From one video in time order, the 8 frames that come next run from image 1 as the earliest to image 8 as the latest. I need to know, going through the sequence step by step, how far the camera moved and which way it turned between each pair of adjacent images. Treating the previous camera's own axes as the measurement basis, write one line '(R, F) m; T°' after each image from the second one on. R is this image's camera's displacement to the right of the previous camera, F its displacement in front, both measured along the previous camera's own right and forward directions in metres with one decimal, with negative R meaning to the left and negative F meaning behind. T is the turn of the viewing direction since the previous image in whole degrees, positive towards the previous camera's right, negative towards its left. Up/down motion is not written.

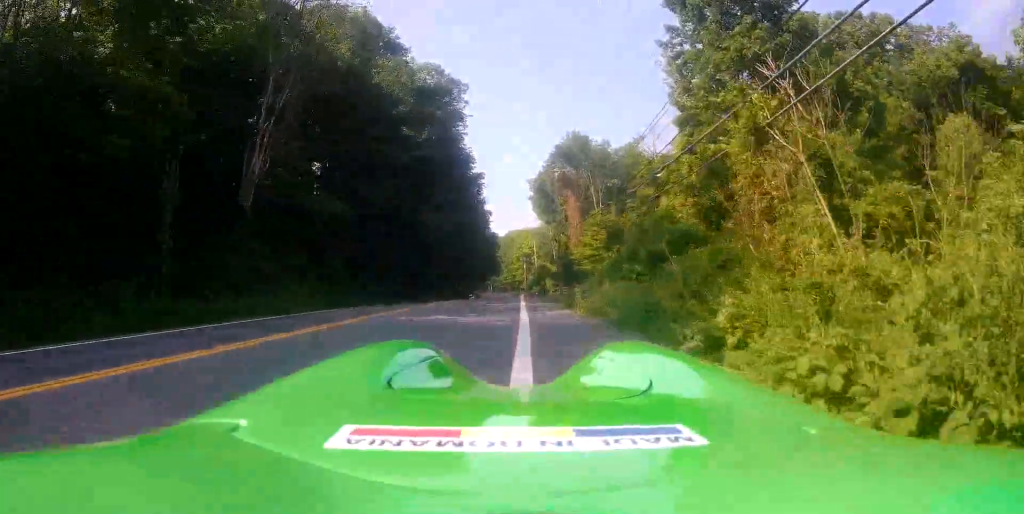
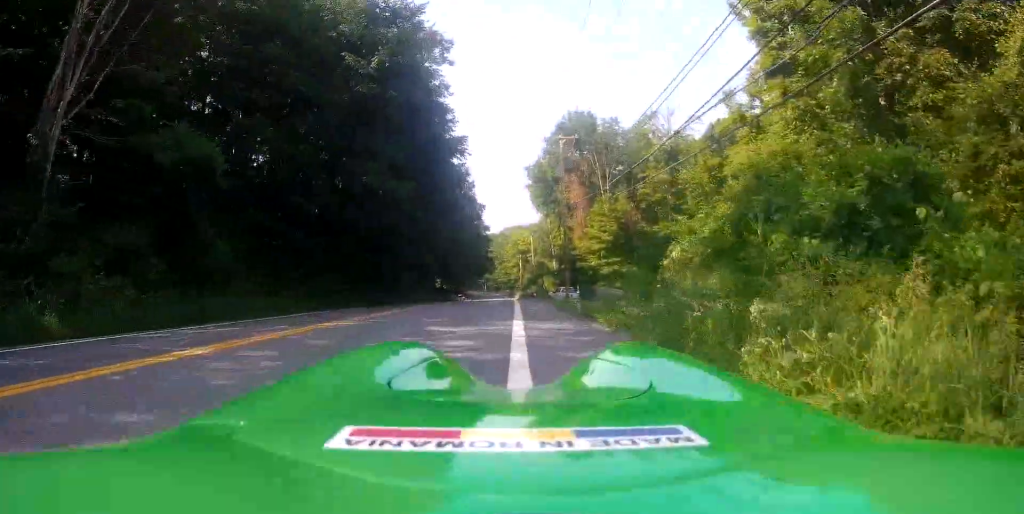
(-0.3, +11.6) m; +1°
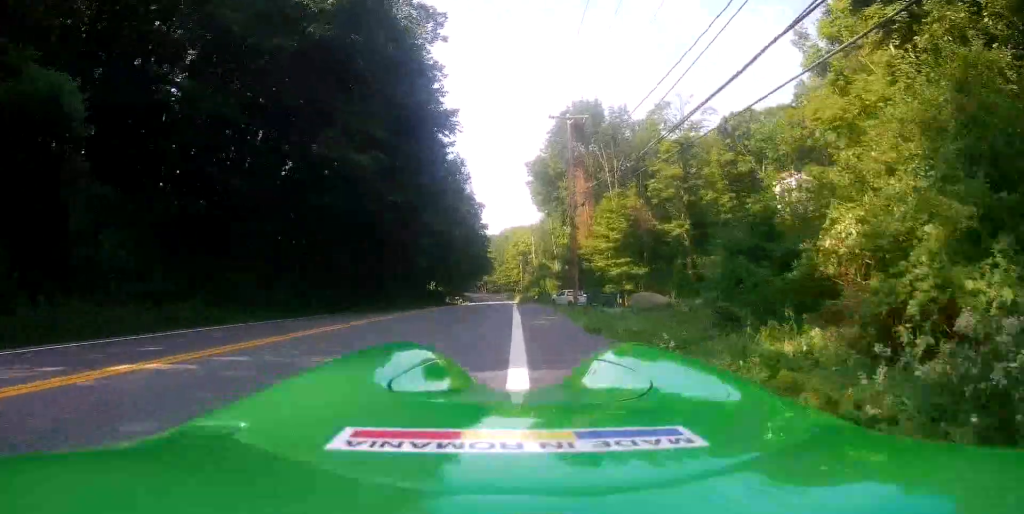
(+0.2, +6.0) m; +2°
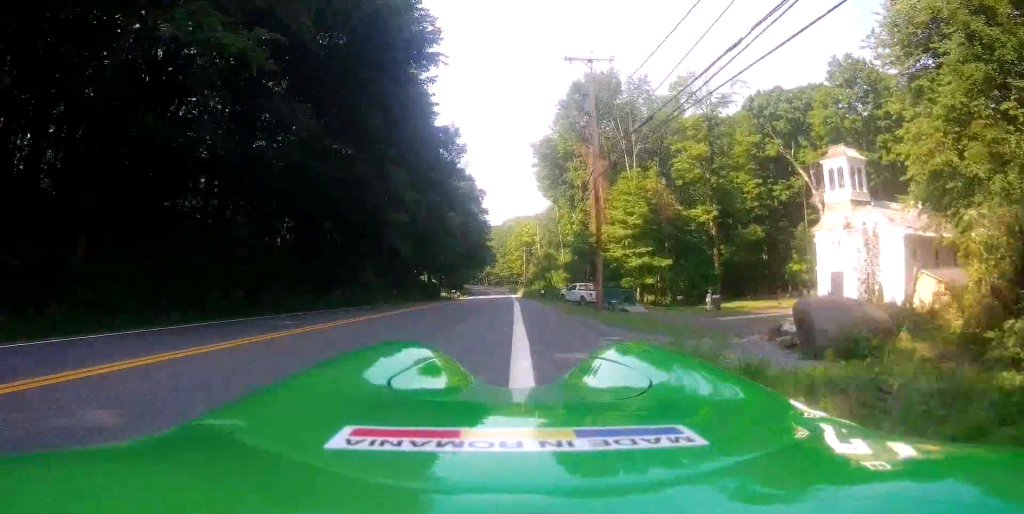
(-0.1, +9.0) m; +1°
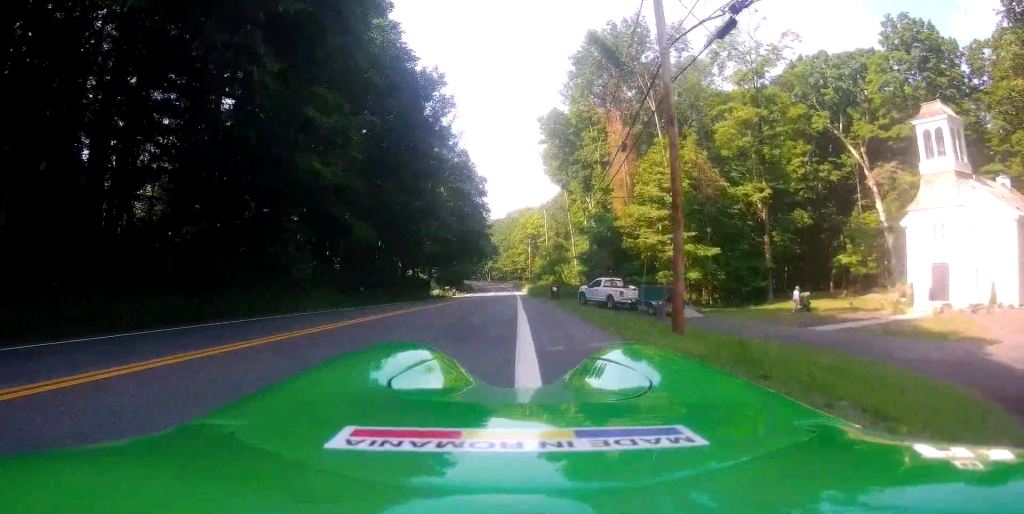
(+0.3, +12.8) m; -1°
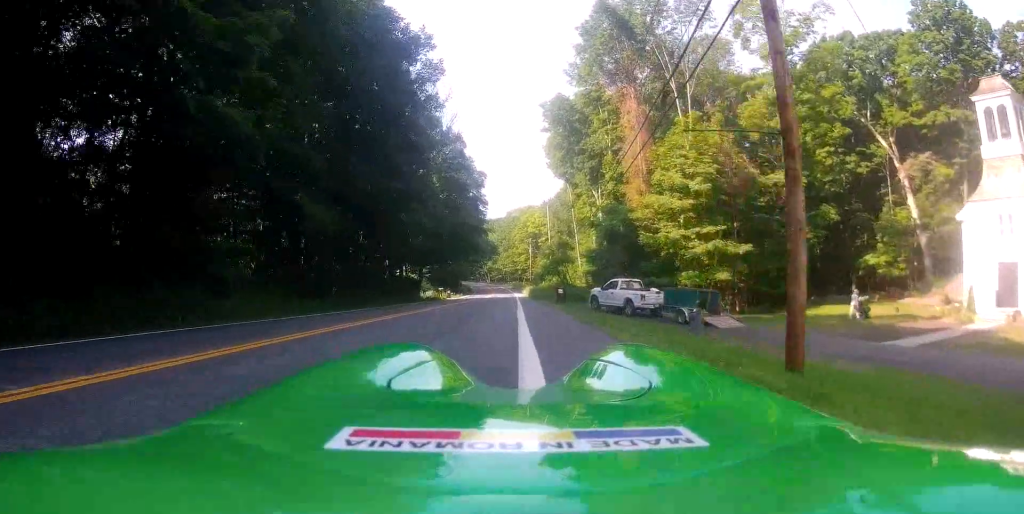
(-0.1, +6.0) m; -2°
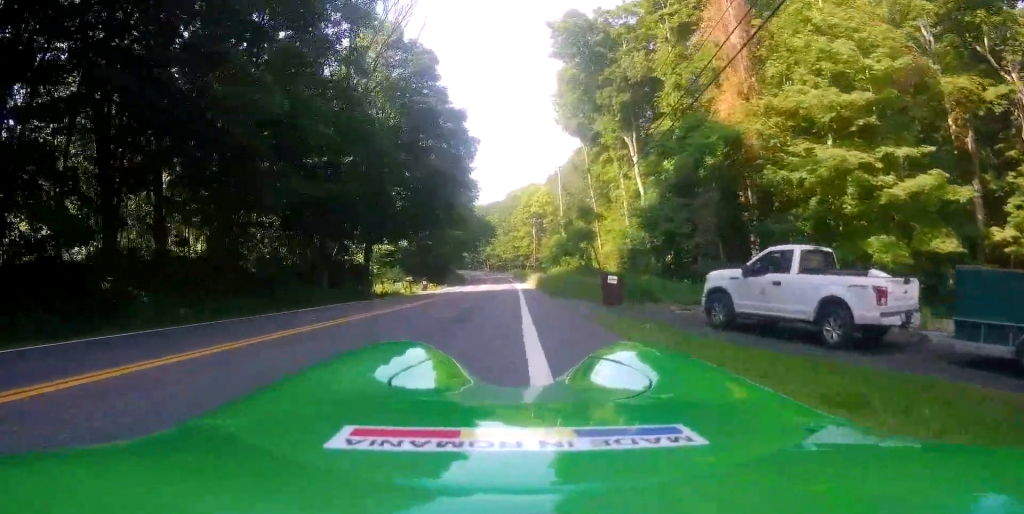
(-0.5, +20.5) m; -1°
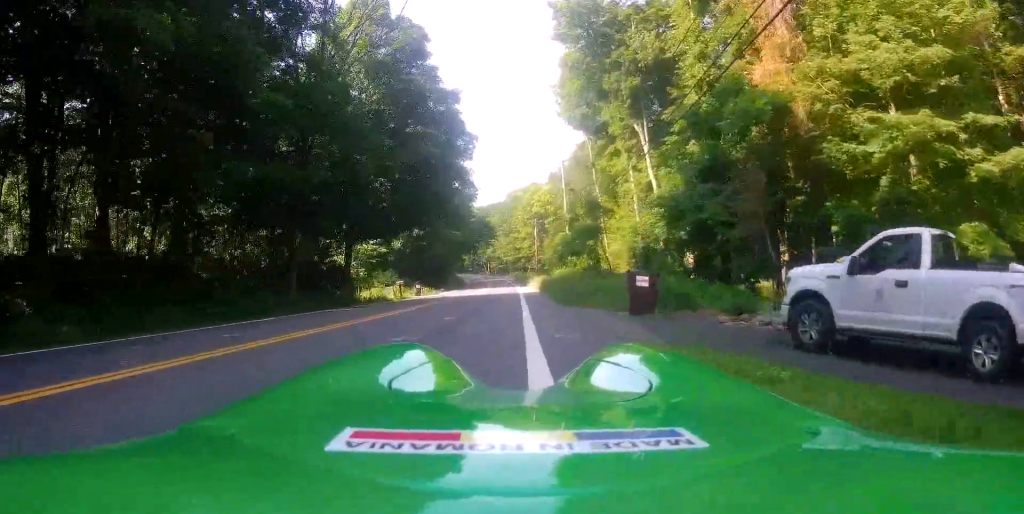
(0.0, +4.4) m; 0°
